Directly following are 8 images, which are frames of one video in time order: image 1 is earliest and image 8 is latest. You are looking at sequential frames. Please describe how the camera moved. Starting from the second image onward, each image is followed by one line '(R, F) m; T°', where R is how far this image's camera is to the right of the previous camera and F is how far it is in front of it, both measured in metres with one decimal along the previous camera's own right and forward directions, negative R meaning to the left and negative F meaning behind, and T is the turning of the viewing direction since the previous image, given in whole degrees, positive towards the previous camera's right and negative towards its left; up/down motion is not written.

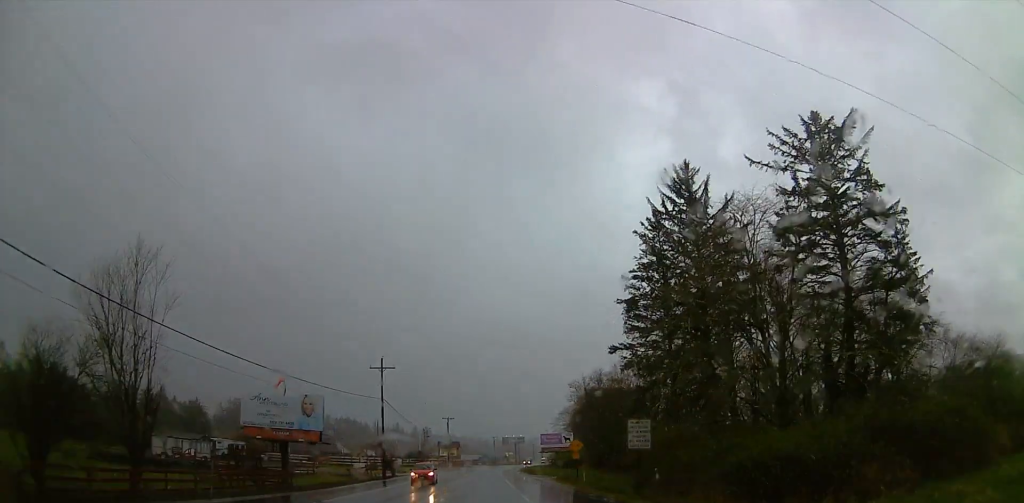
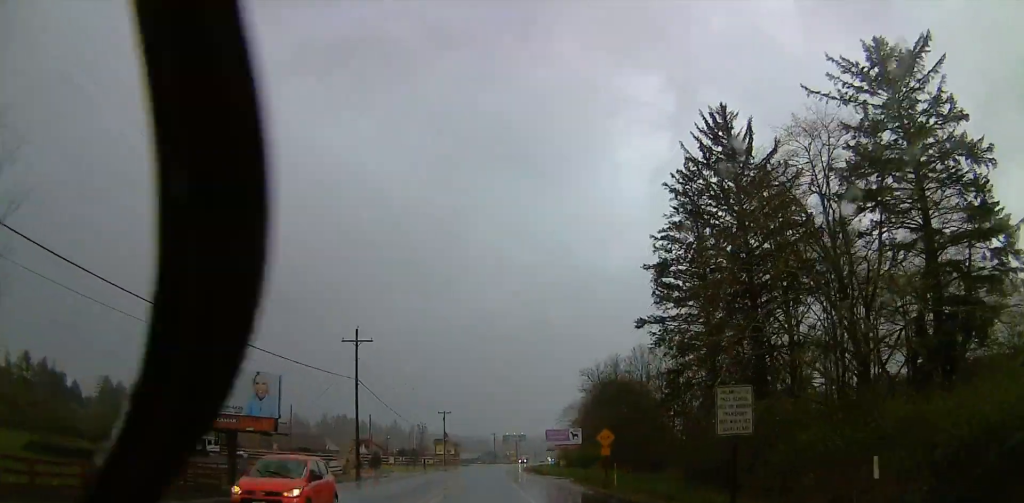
(-0.2, +12.7) m; -3°
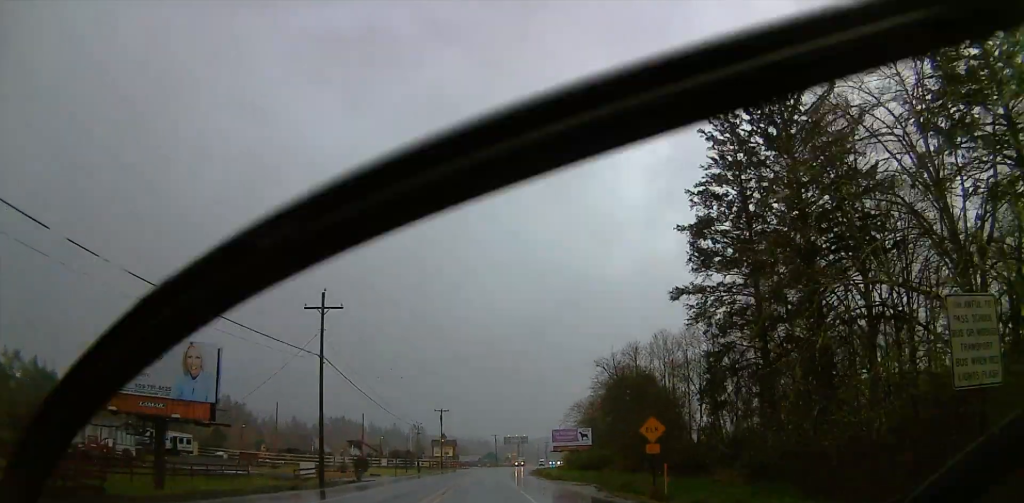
(-0.4, +11.2) m; 0°
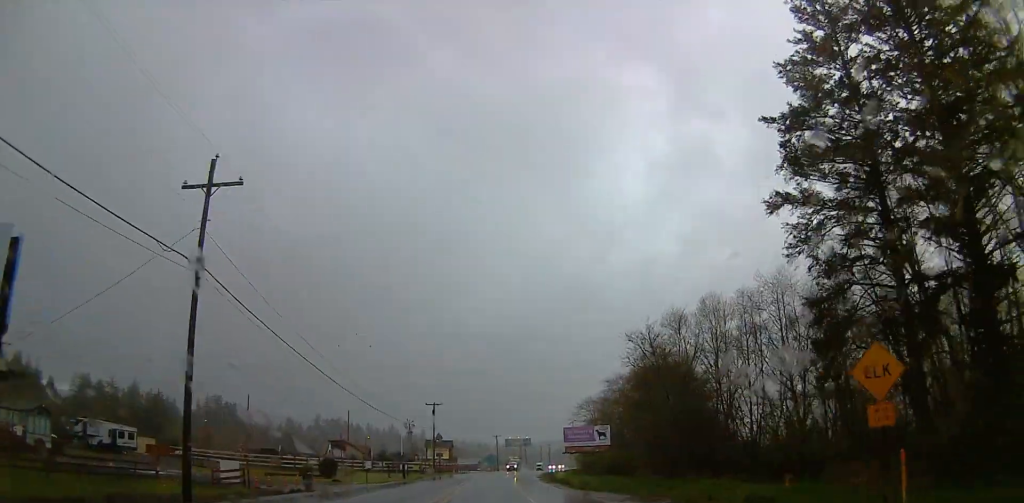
(+0.3, +18.0) m; +5°
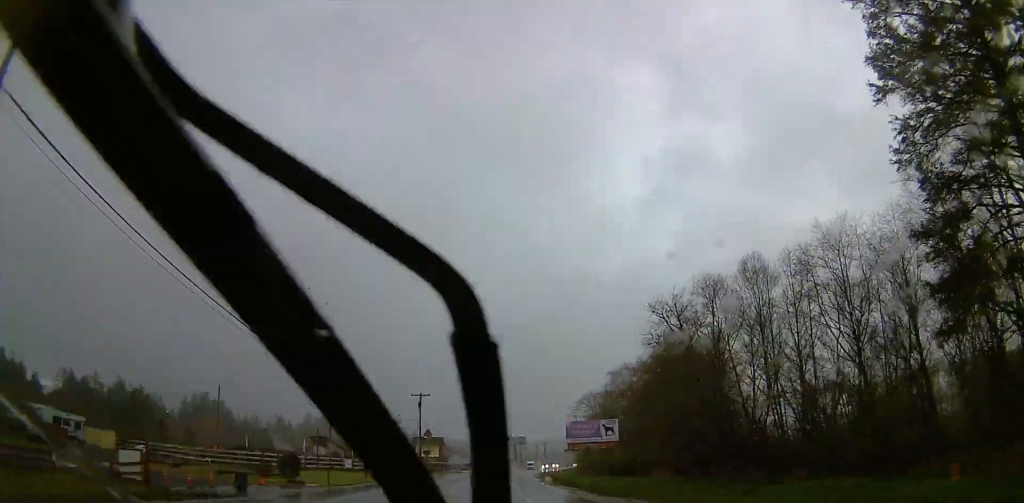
(+0.6, +11.4) m; 0°
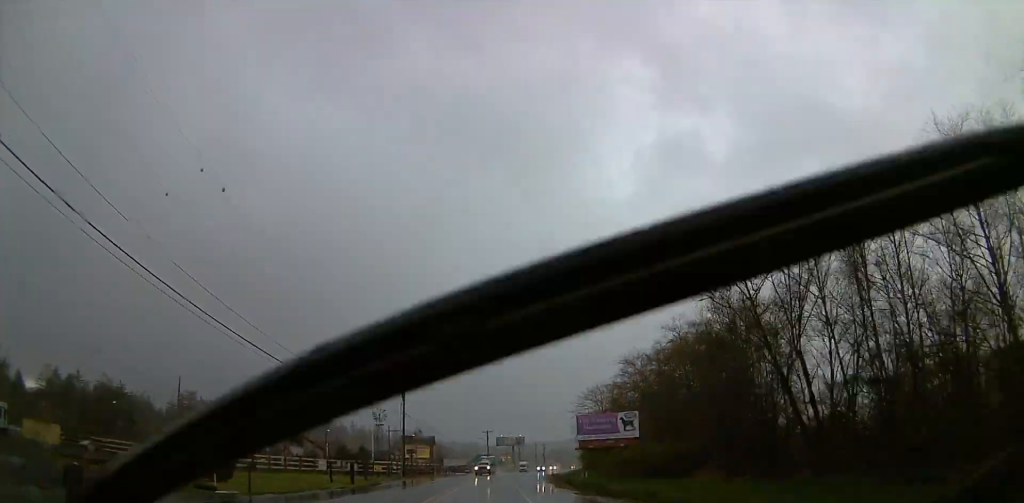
(-0.3, +13.5) m; -2°
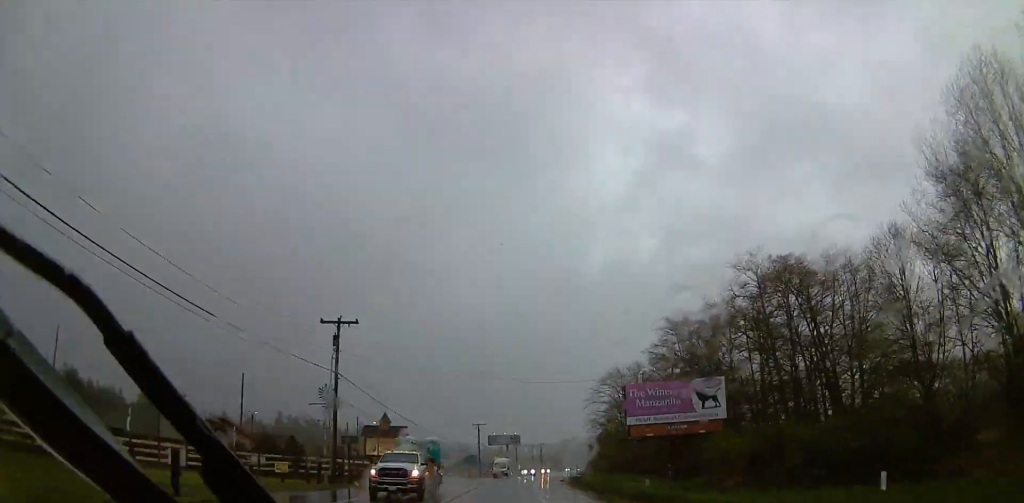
(-0.5, +29.3) m; +1°
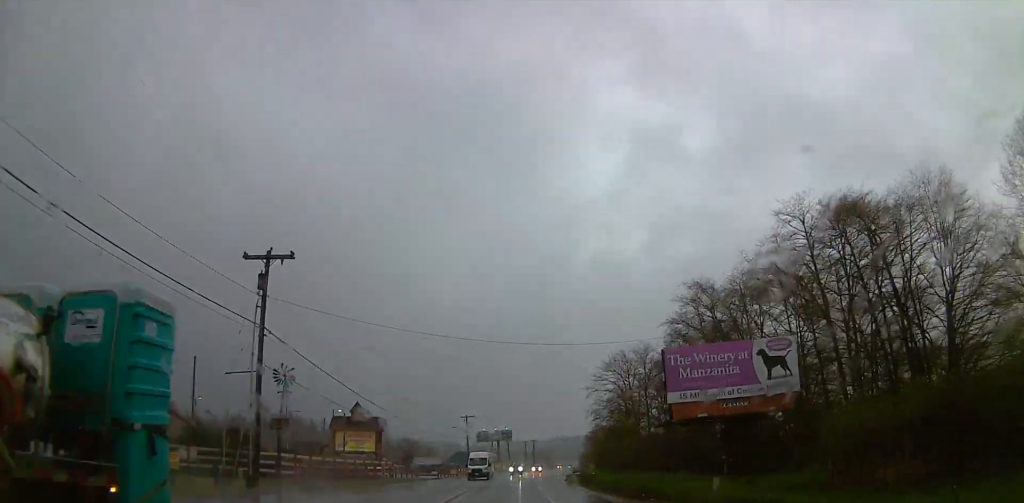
(-0.1, +12.6) m; +1°
